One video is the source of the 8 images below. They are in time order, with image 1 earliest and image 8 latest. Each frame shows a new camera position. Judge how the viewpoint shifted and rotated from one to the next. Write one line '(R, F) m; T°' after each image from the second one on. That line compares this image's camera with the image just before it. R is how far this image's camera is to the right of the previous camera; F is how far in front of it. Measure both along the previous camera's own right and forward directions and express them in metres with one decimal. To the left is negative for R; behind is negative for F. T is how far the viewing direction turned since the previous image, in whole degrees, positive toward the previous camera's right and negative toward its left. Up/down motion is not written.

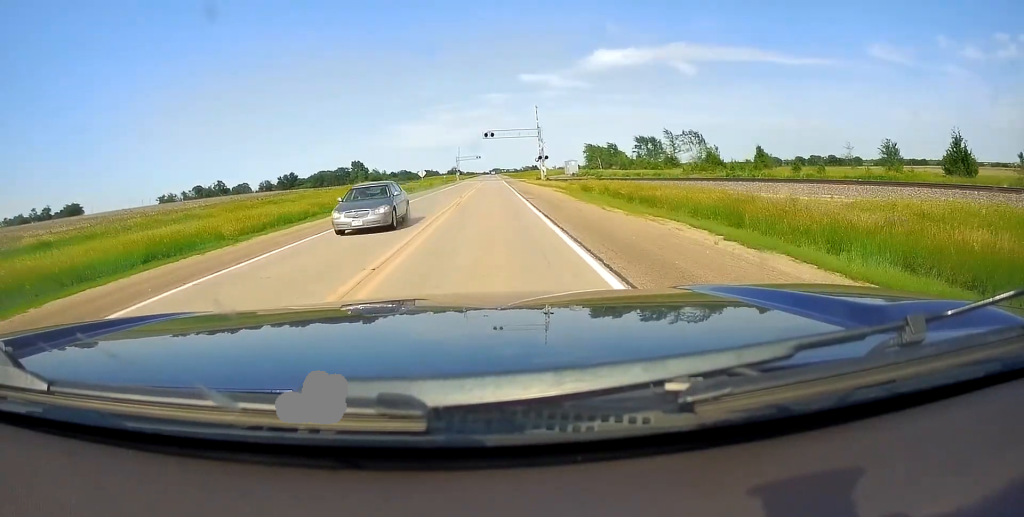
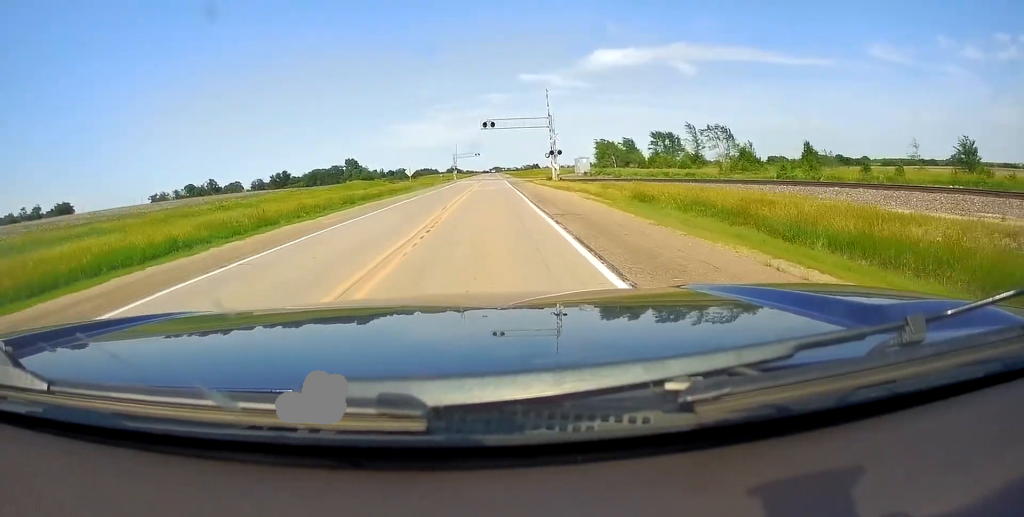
(0.0, +12.9) m; -1°
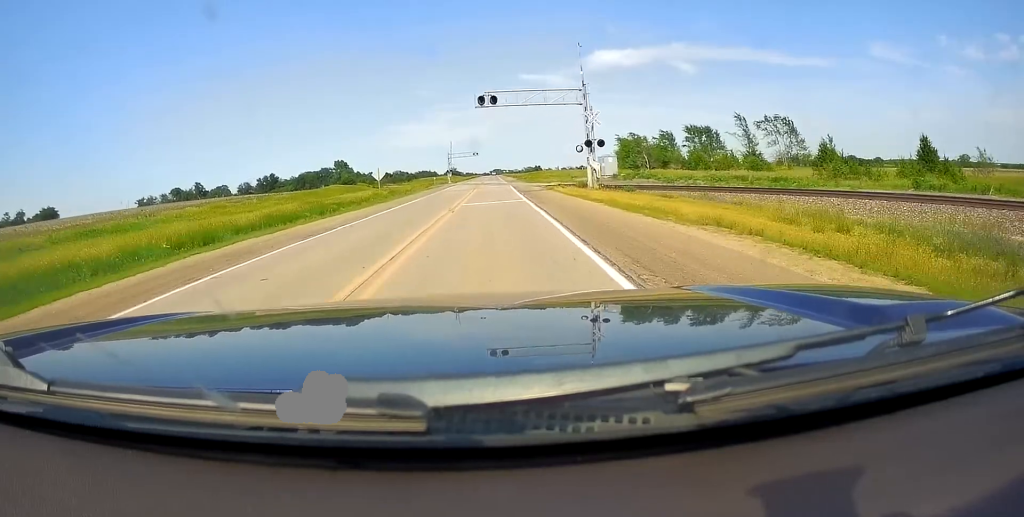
(-0.4, +21.1) m; -1°
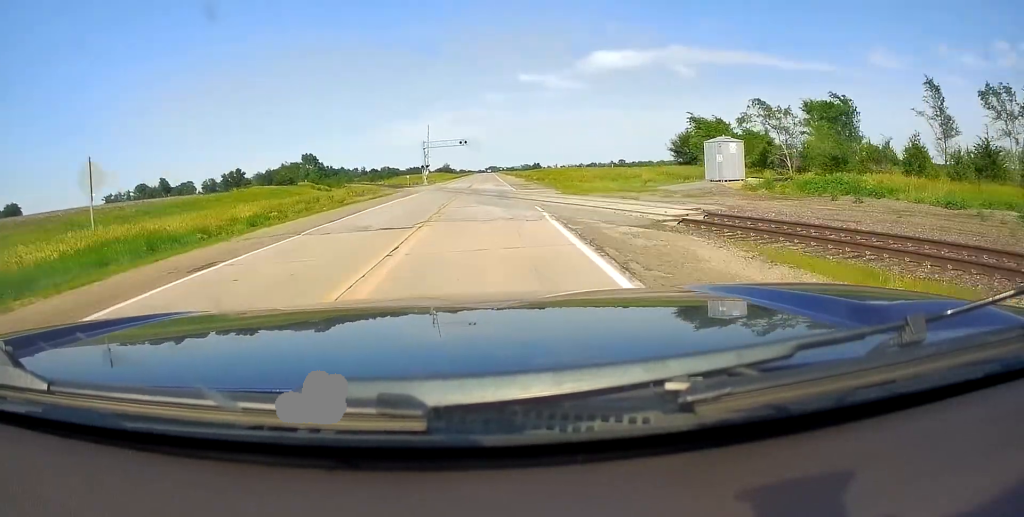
(0.0, +41.2) m; +1°
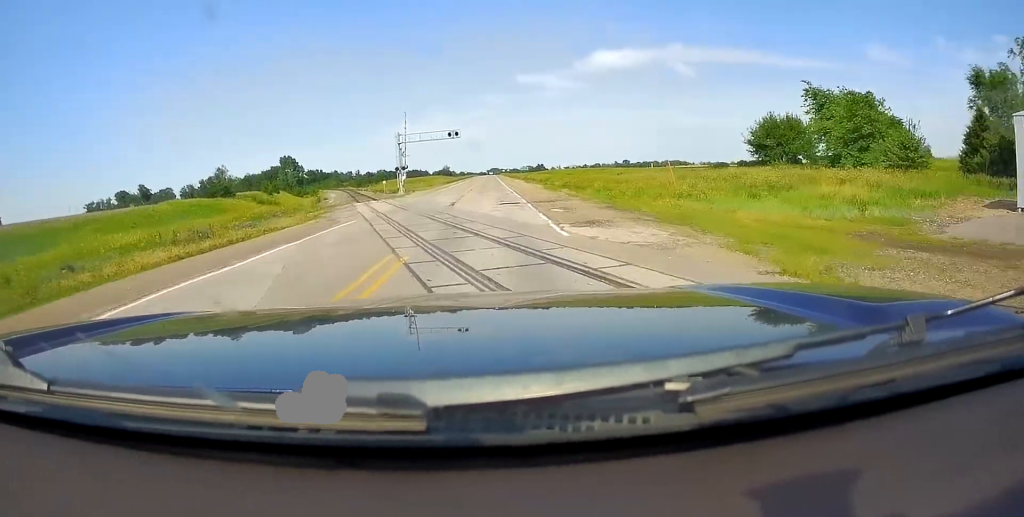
(+0.2, +26.2) m; 0°
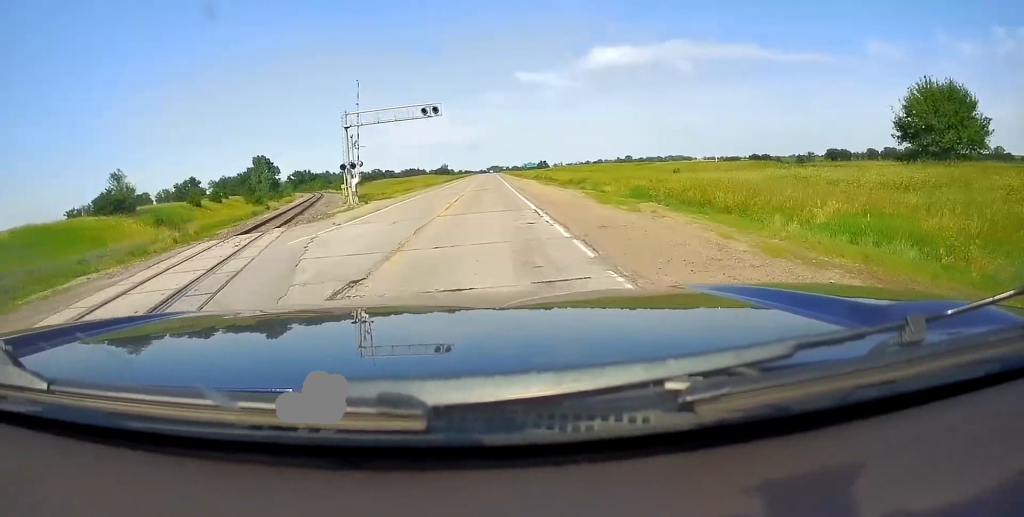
(-0.1, +24.3) m; +1°
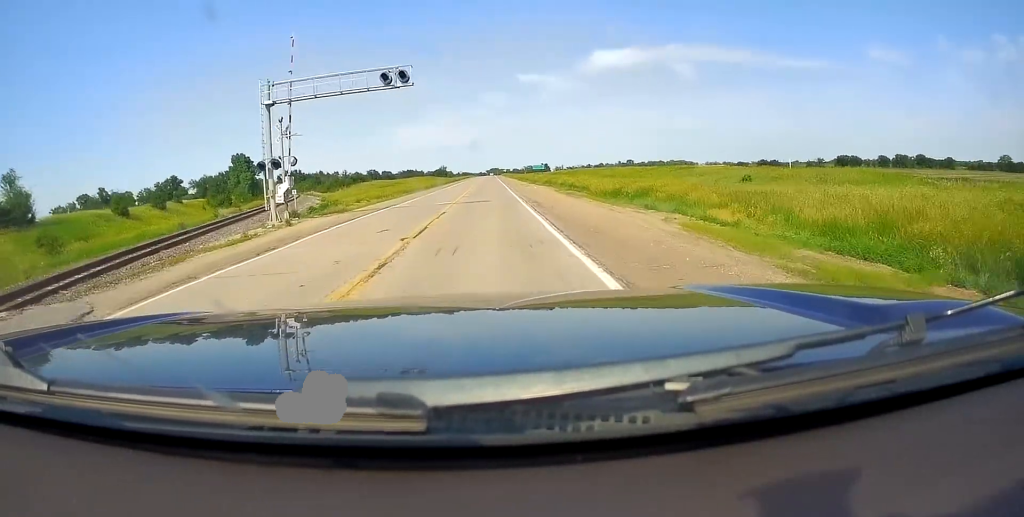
(+0.2, +15.6) m; 0°
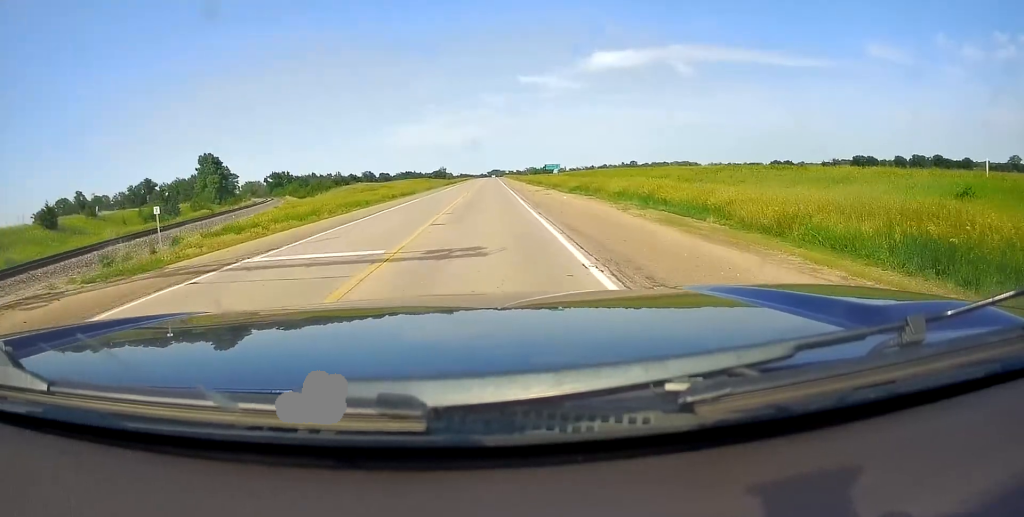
(-0.1, +20.6) m; 0°
